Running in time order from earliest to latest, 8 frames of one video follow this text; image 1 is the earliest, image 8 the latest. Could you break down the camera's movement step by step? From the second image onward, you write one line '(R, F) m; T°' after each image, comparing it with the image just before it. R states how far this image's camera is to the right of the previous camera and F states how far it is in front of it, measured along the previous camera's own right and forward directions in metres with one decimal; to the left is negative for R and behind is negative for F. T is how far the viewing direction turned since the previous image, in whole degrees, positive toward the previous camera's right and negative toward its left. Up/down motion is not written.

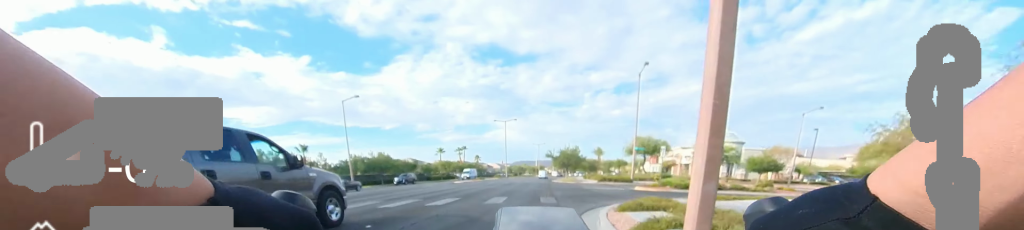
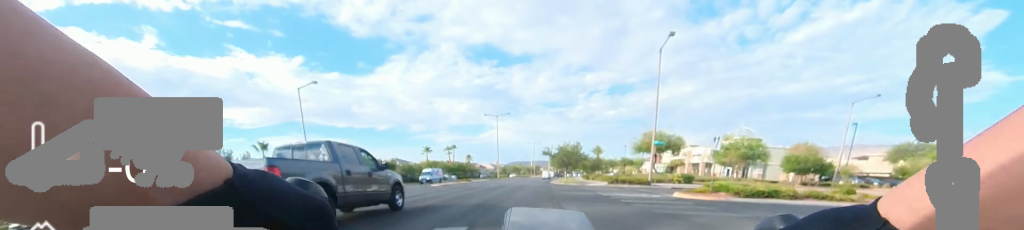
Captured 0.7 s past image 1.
(+0.7, +7.8) m; 0°
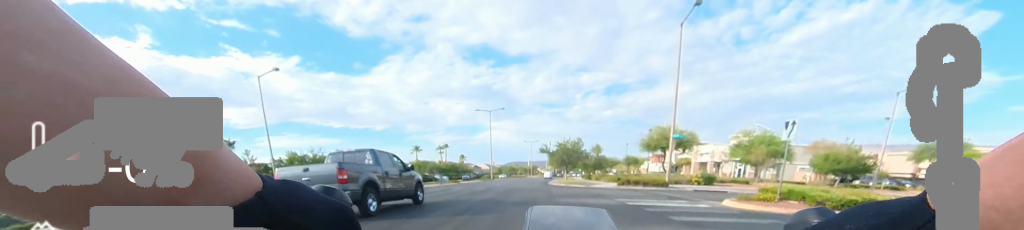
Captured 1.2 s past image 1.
(+0.1, +5.2) m; -1°
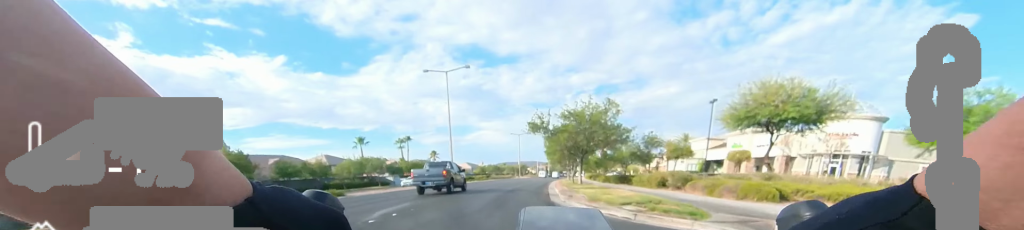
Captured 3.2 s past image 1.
(-1.3, +22.8) m; +3°
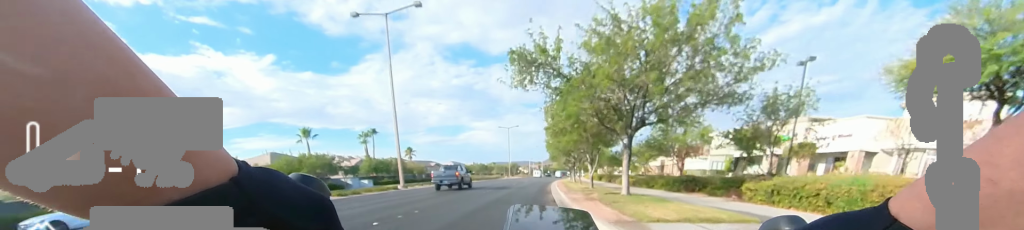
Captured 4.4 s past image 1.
(+1.1, +13.1) m; +5°
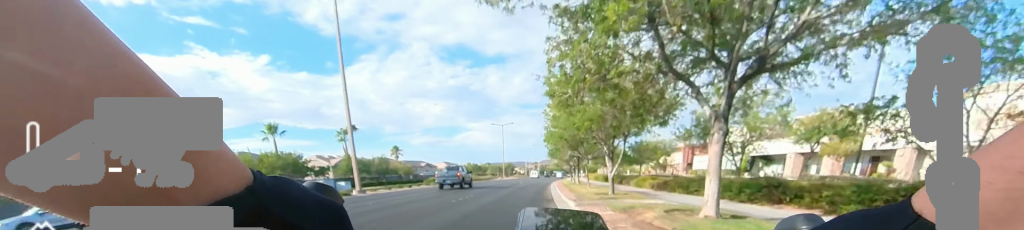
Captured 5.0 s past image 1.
(-0.2, +5.8) m; 0°
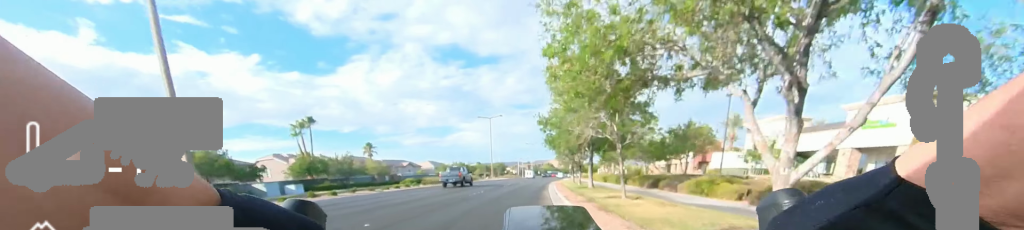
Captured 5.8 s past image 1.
(+0.3, +9.3) m; 0°
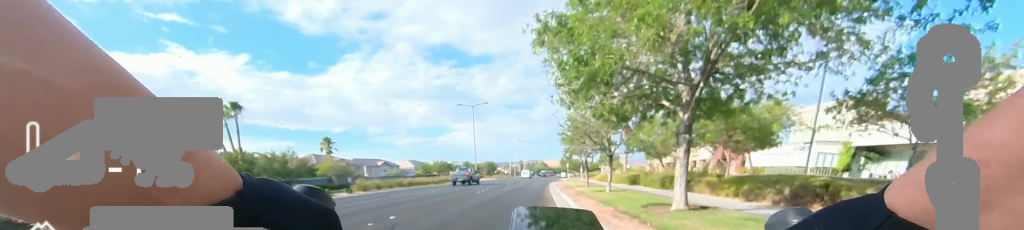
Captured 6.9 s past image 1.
(-0.2, +11.6) m; 0°
